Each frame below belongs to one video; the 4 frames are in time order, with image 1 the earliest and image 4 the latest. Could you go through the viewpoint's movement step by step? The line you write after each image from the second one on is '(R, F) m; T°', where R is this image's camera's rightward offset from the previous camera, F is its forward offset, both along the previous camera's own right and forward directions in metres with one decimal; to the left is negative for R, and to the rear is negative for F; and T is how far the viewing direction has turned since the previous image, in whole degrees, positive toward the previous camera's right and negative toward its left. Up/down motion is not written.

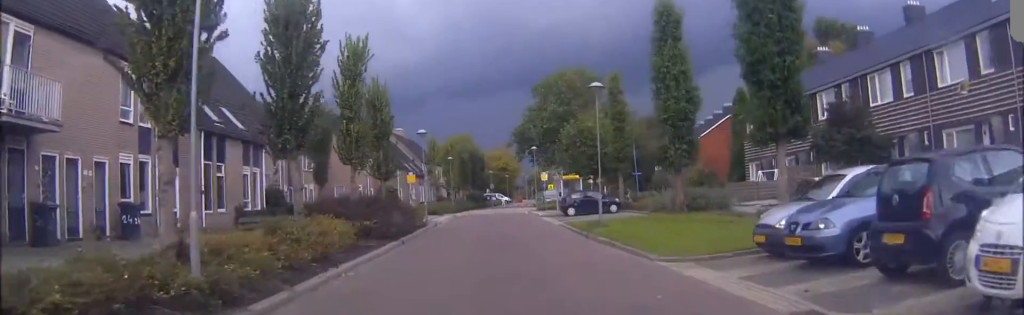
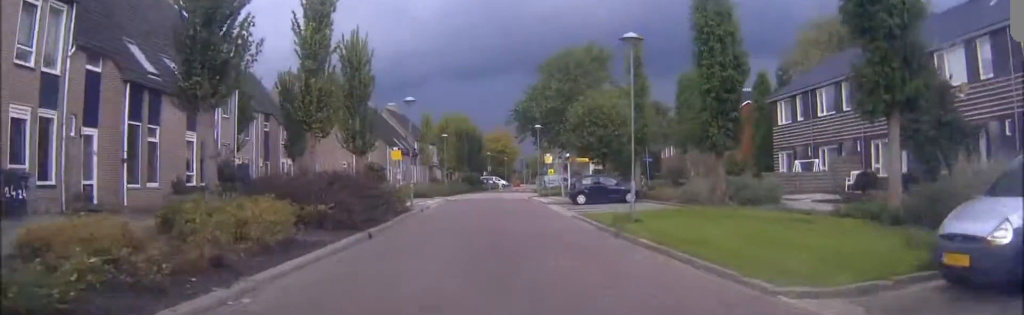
(+0.1, +6.1) m; 0°
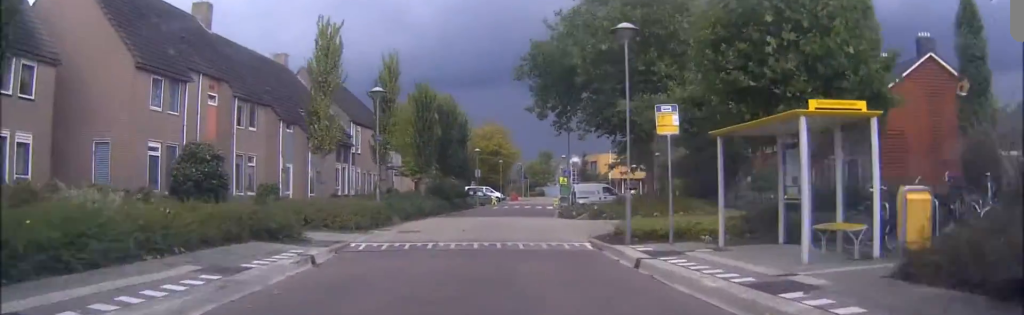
(+0.6, +35.4) m; +2°
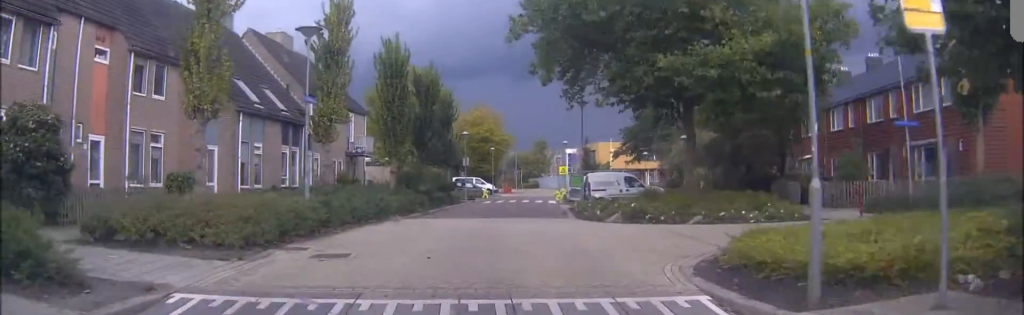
(0.0, +10.8) m; +2°
